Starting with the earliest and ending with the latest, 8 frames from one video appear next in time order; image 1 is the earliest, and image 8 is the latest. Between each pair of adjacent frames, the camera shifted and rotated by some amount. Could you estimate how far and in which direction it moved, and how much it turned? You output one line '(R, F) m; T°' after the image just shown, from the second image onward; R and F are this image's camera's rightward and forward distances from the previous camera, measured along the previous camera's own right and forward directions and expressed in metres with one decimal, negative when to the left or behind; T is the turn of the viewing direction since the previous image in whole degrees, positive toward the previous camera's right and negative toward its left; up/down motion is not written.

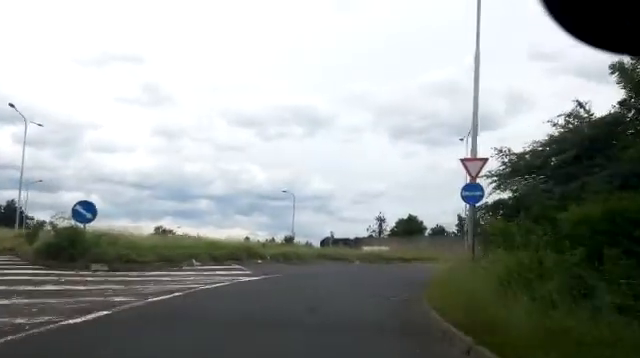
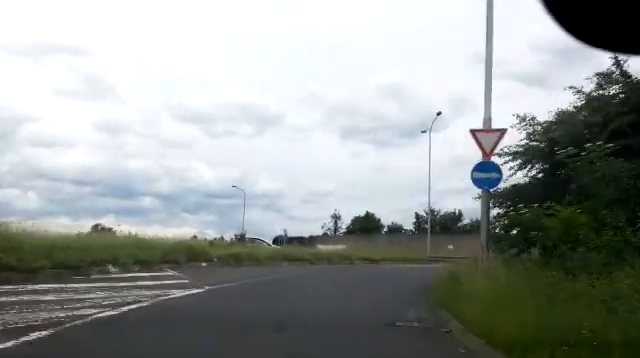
(+0.1, +4.4) m; +4°
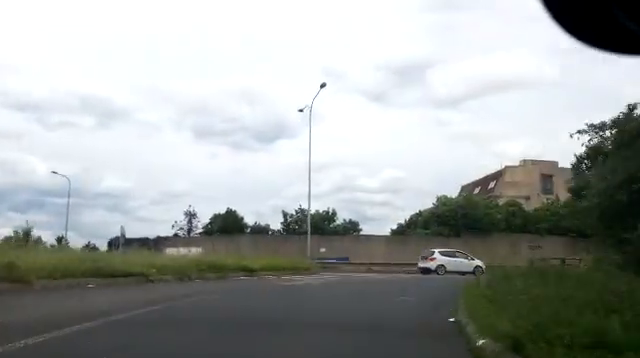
(+0.9, +10.0) m; +15°
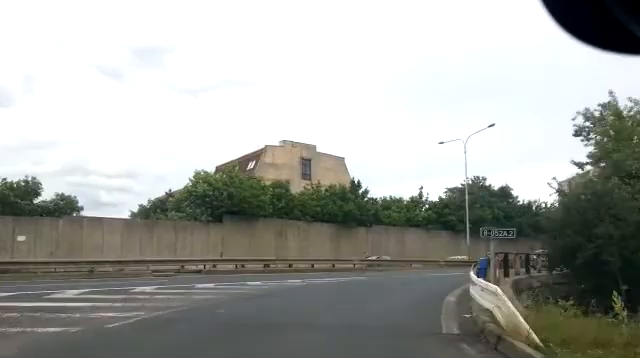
(+3.3, +12.9) m; +26°
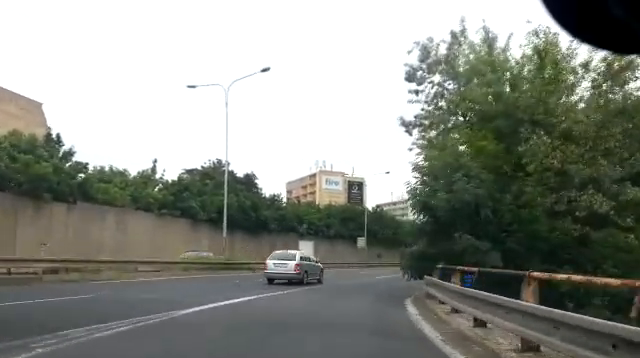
(+3.8, +16.0) m; +28°
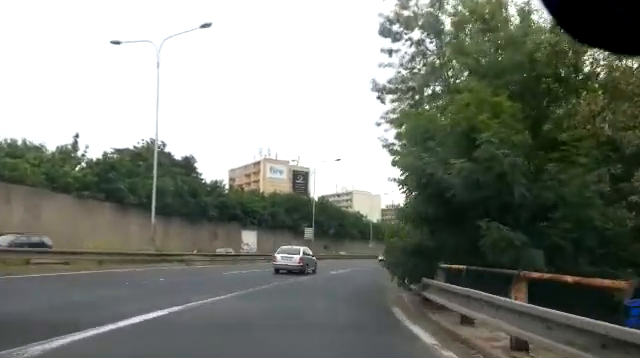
(+0.4, +4.3) m; +5°
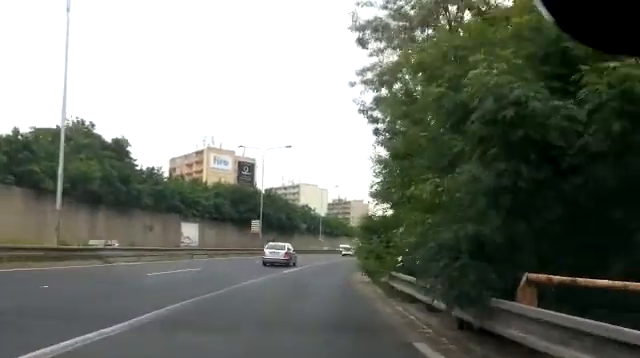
(+0.1, +4.6) m; +5°
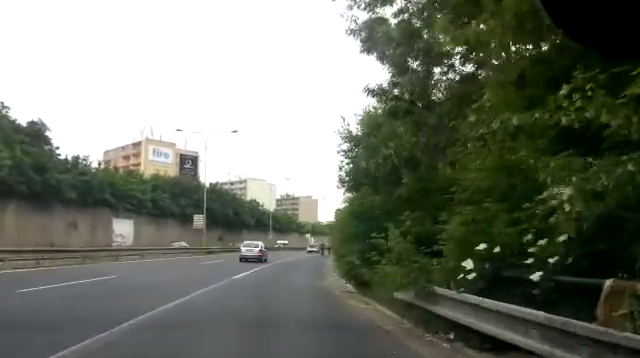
(+0.3, +5.6) m; +5°
